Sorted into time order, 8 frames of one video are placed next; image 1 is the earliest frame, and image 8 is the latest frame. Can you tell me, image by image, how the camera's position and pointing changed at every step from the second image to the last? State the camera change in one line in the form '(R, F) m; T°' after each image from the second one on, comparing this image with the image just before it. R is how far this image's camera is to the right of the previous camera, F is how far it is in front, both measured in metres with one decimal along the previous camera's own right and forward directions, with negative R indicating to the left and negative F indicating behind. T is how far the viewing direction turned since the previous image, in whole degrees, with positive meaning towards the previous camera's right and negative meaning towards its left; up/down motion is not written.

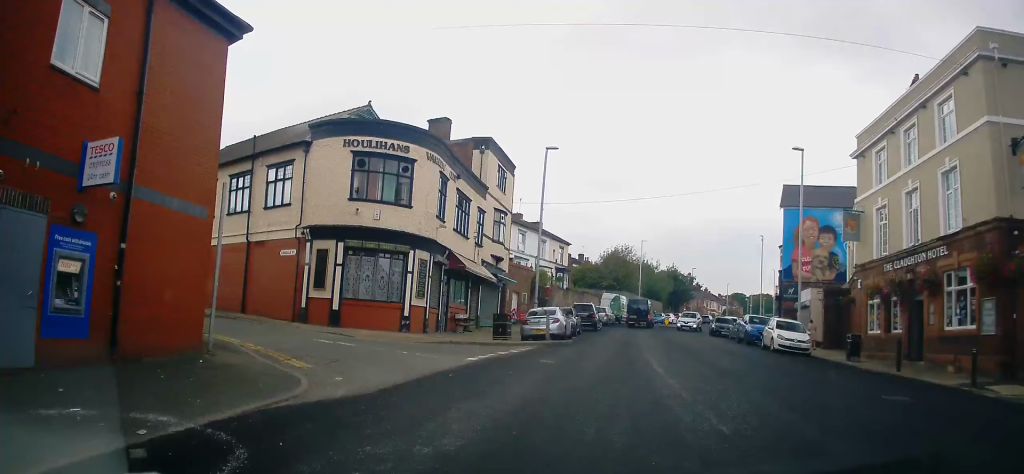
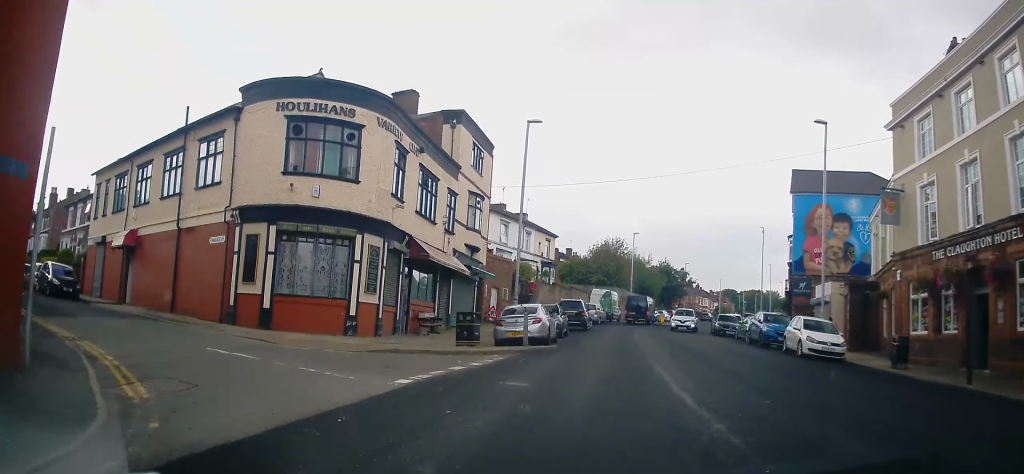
(0.0, +4.5) m; +1°
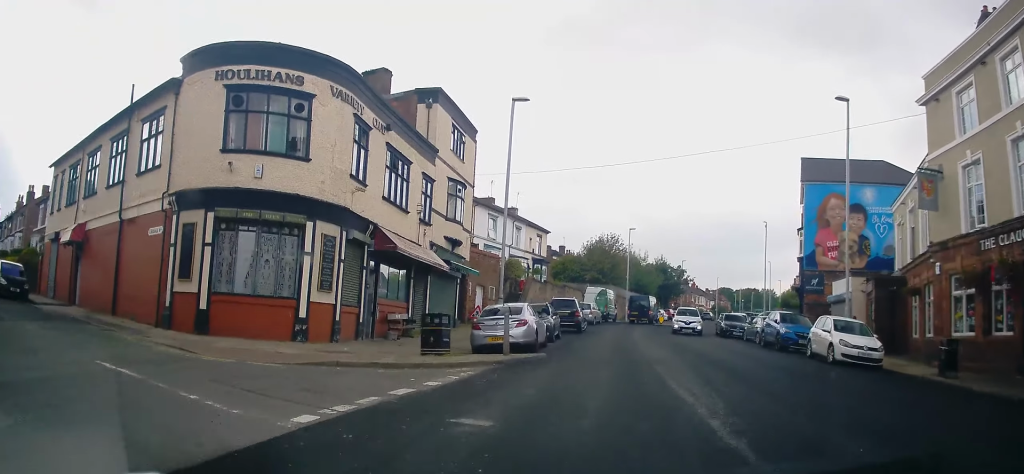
(+0.2, +3.2) m; +2°
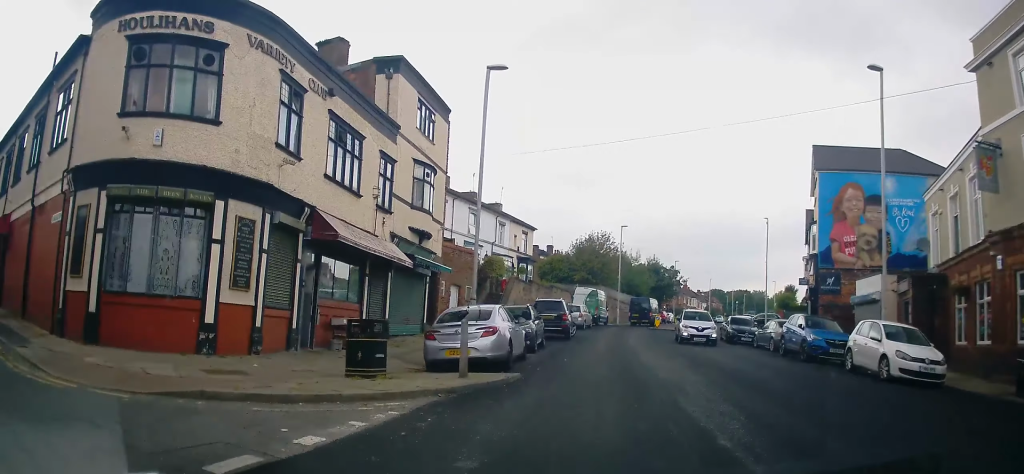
(+0.1, +4.0) m; +1°
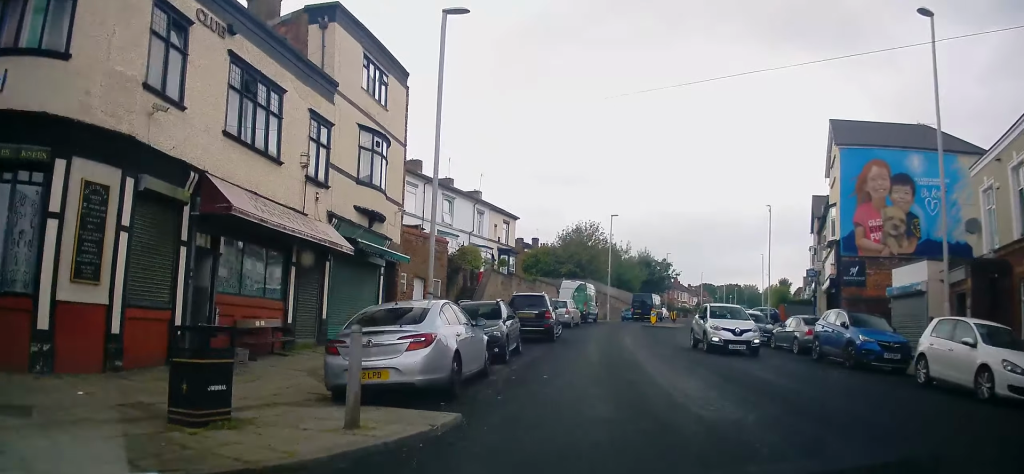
(0.0, +4.4) m; 0°
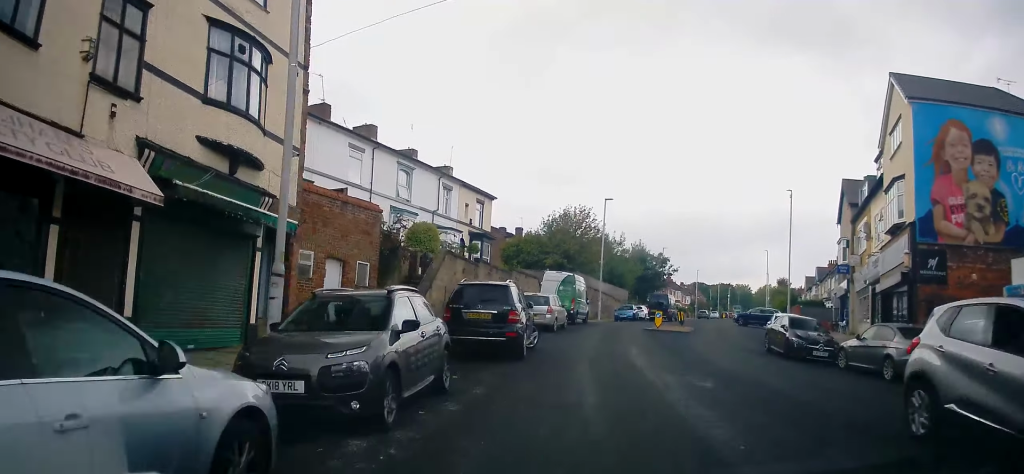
(0.0, +7.9) m; +3°
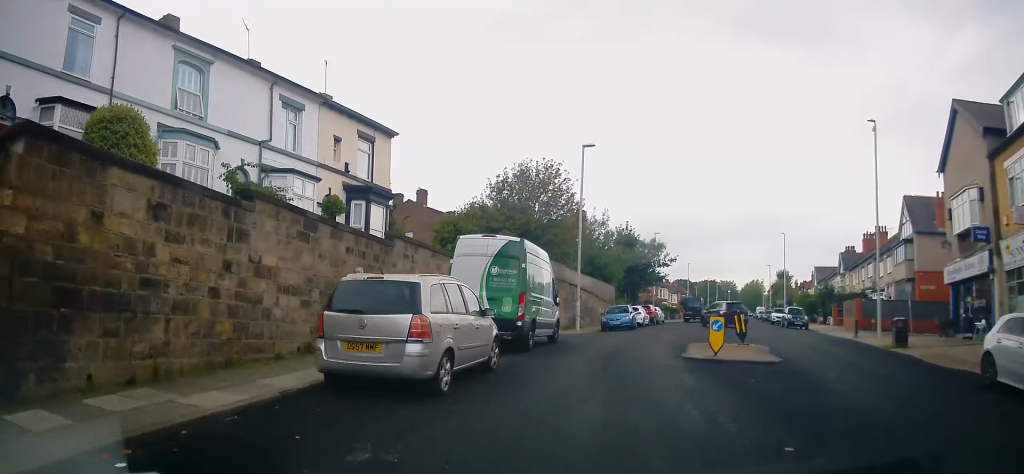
(+0.2, +18.0) m; +1°
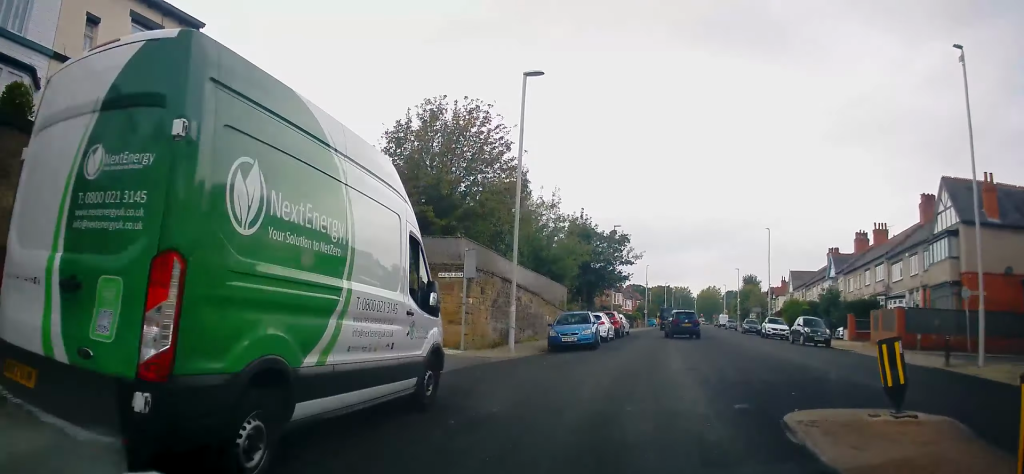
(+0.8, +11.8) m; +6°
